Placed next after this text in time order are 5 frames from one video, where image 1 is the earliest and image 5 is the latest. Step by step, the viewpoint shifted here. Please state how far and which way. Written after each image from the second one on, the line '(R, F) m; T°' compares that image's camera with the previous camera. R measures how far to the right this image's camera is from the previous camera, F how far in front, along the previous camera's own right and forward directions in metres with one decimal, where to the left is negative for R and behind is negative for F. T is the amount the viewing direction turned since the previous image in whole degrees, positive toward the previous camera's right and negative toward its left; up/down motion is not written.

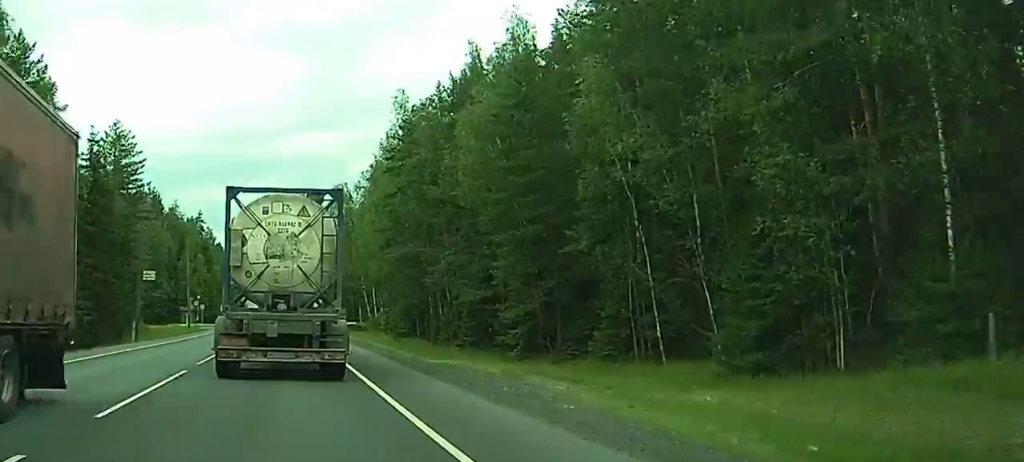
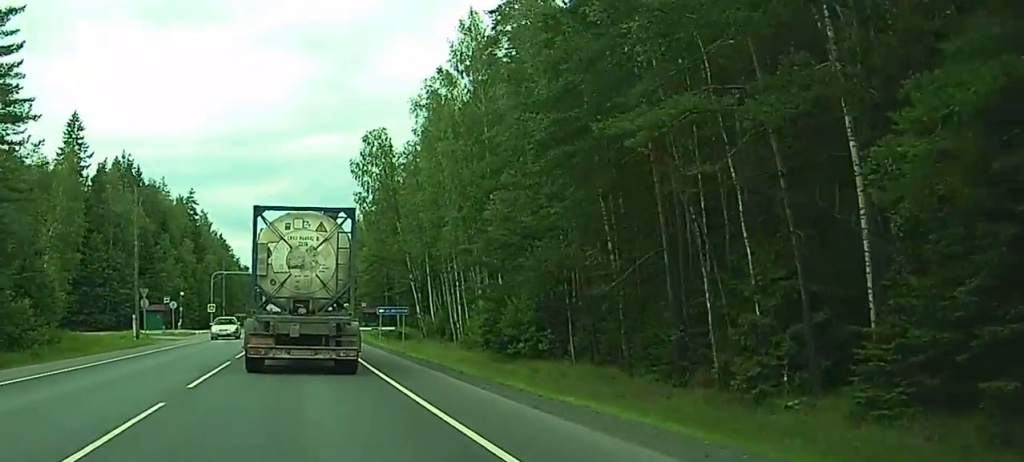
(+0.4, +42.8) m; 0°
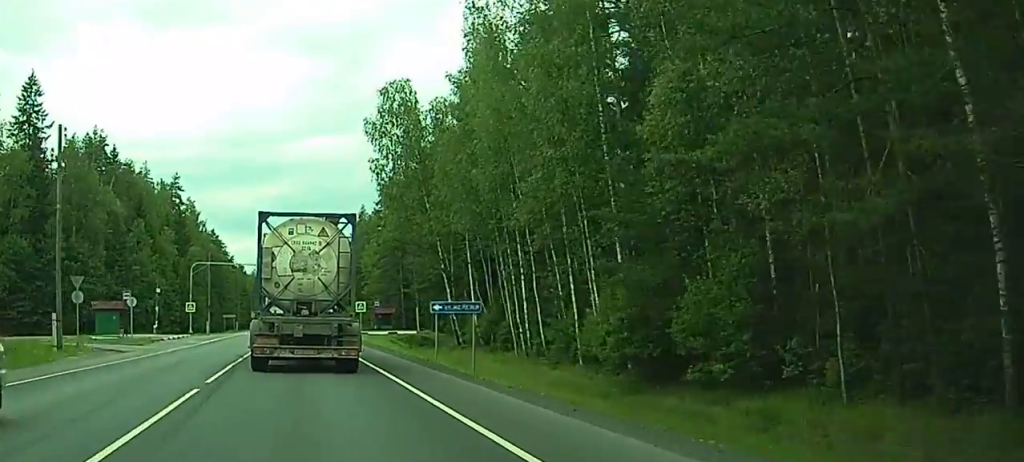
(-0.1, +21.1) m; -1°
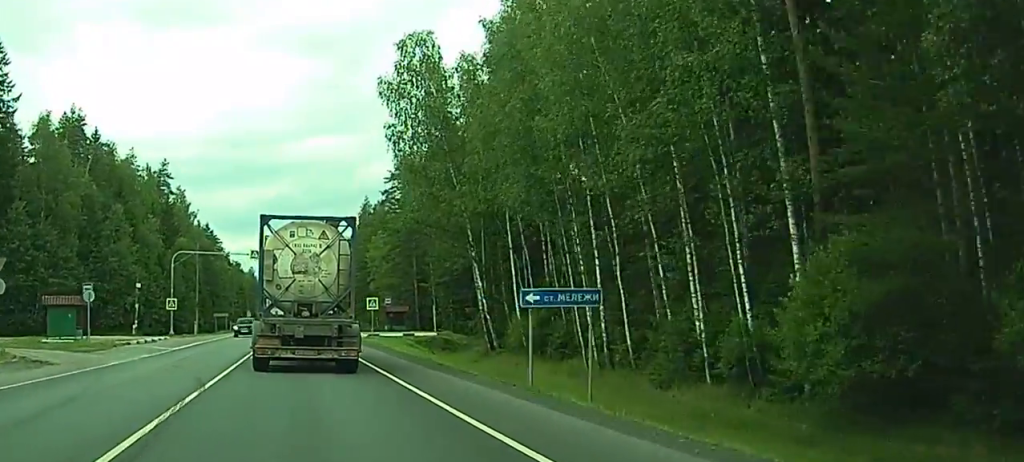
(-0.1, +13.2) m; 0°
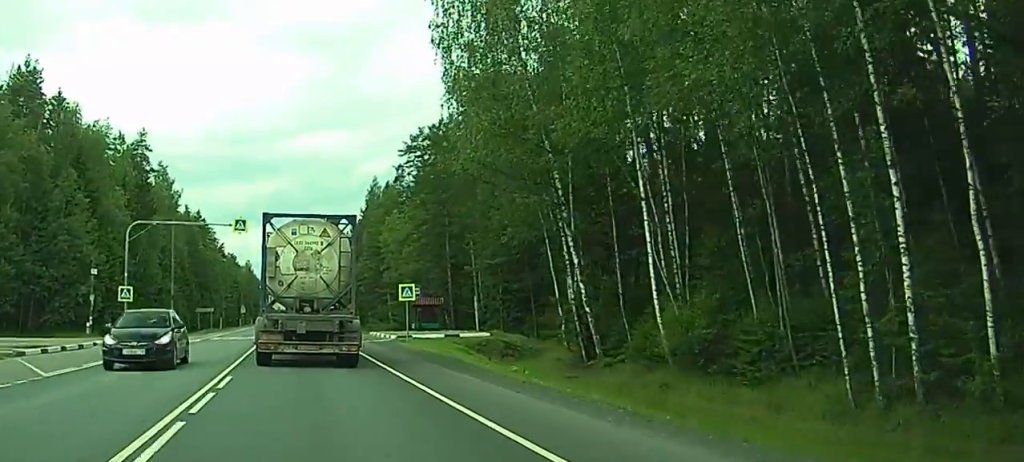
(0.0, +21.0) m; 0°
